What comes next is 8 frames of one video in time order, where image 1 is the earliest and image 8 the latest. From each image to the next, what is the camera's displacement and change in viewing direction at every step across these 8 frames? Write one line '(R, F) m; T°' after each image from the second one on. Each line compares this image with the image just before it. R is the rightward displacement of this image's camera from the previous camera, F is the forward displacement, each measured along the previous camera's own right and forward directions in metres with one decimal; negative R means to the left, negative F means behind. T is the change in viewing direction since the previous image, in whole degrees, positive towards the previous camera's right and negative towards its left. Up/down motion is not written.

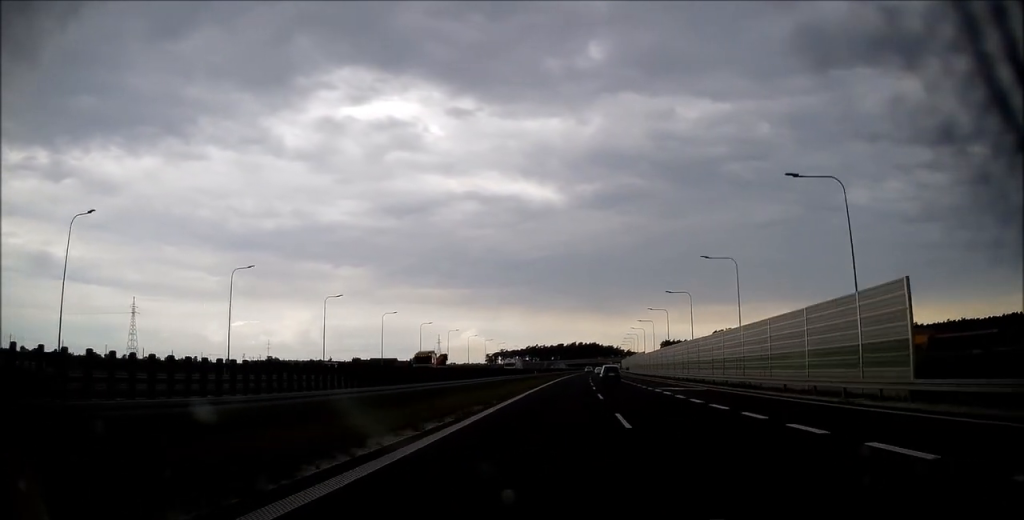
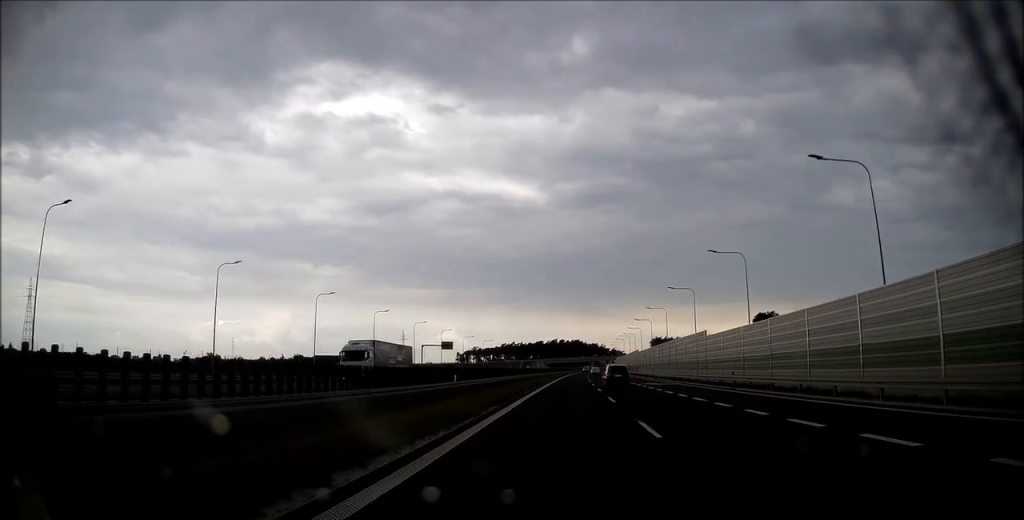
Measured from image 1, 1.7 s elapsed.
(+1.0, +61.6) m; +2°
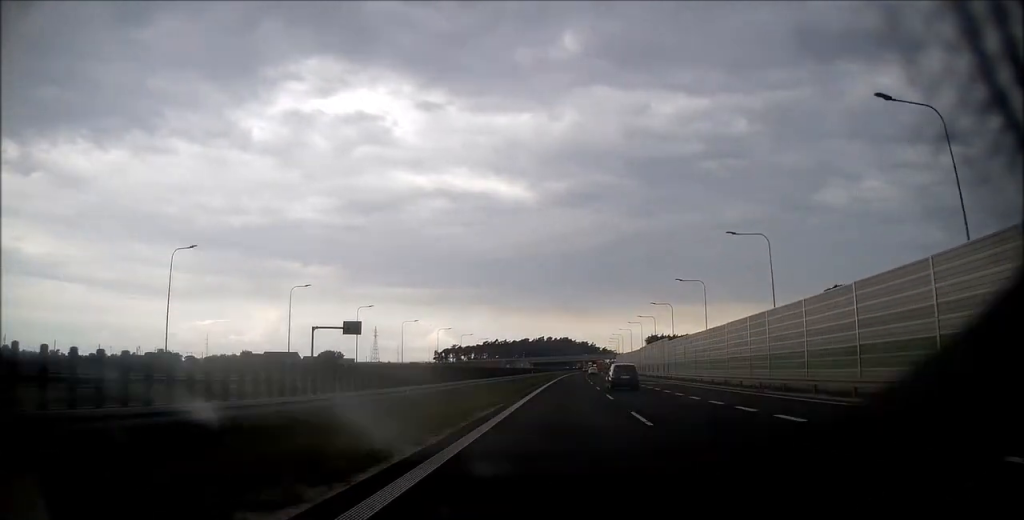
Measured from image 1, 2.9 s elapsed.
(+0.5, +45.9) m; +1°
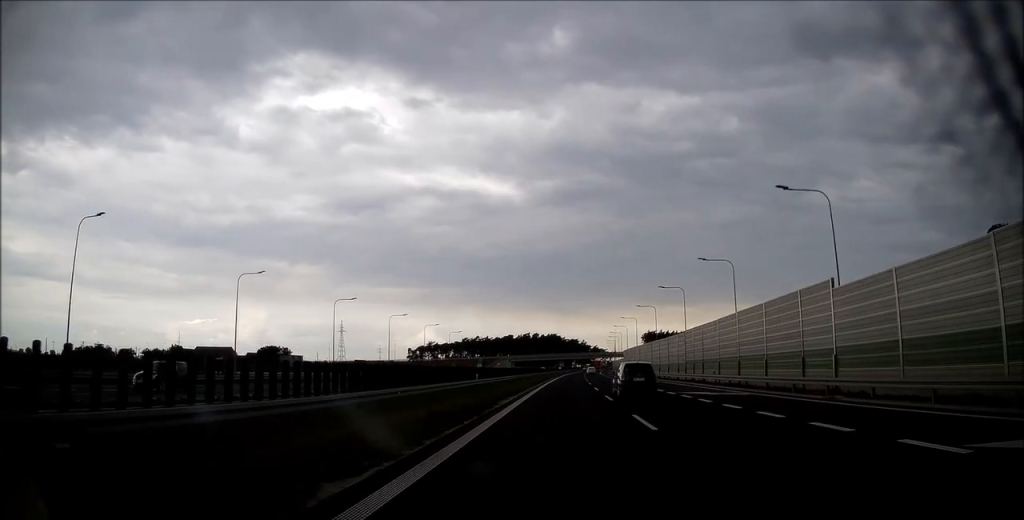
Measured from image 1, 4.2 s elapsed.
(+0.5, +49.8) m; +1°
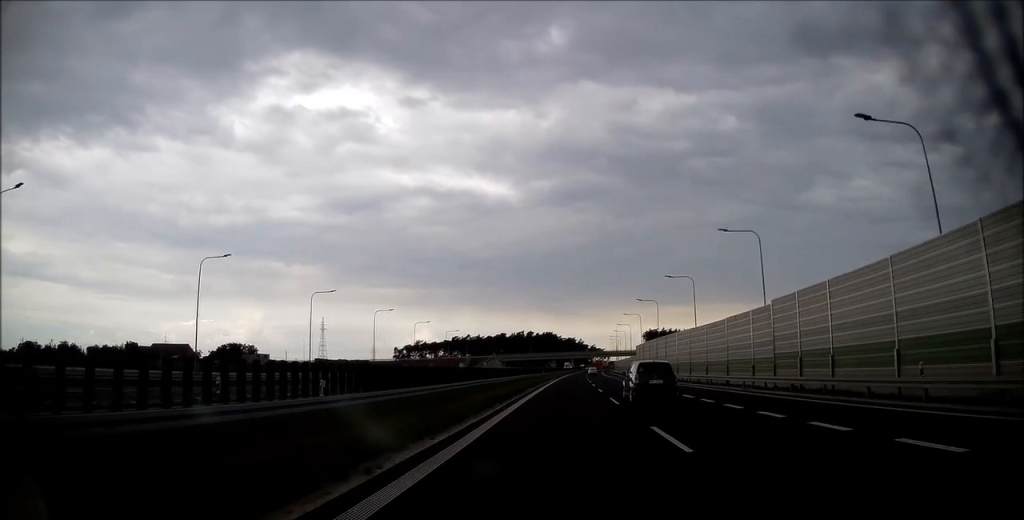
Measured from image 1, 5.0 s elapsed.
(+0.1, +27.4) m; 0°
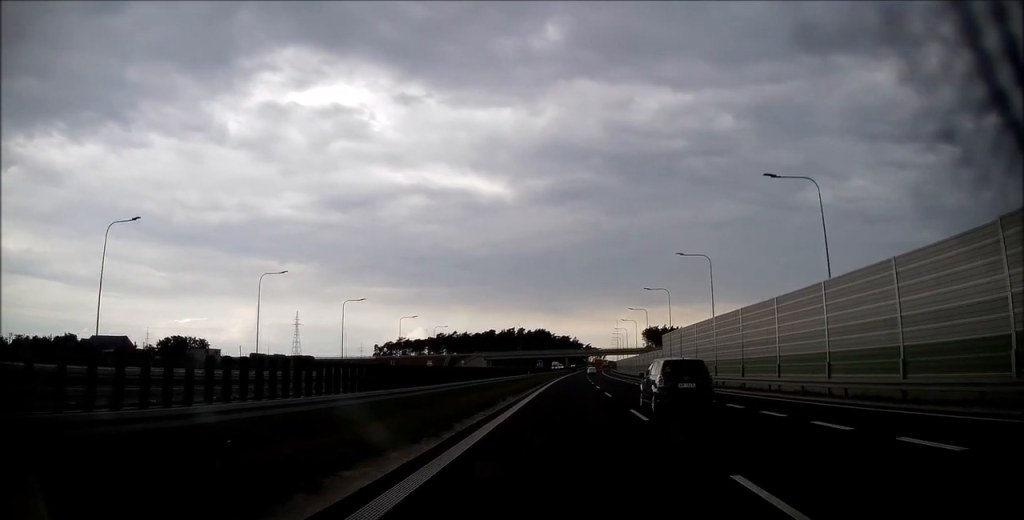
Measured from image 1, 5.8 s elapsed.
(+0.1, +29.9) m; 0°
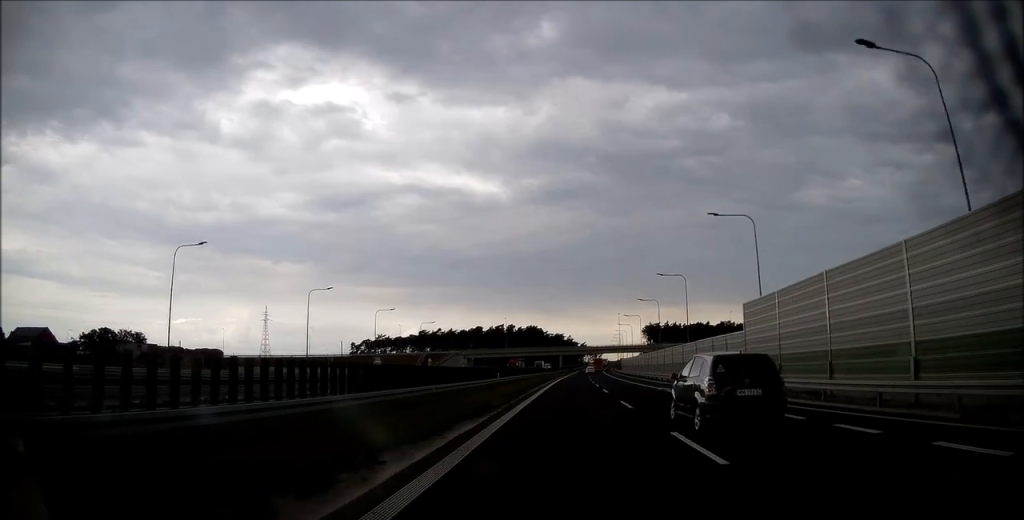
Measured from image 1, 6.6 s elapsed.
(+0.1, +32.6) m; +1°
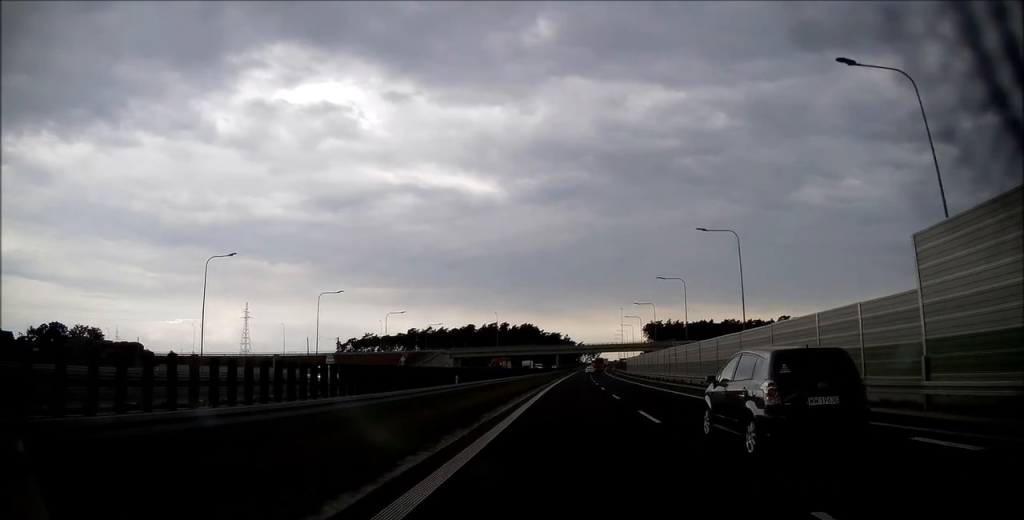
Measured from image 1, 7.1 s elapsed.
(0.0, +18.8) m; 0°
